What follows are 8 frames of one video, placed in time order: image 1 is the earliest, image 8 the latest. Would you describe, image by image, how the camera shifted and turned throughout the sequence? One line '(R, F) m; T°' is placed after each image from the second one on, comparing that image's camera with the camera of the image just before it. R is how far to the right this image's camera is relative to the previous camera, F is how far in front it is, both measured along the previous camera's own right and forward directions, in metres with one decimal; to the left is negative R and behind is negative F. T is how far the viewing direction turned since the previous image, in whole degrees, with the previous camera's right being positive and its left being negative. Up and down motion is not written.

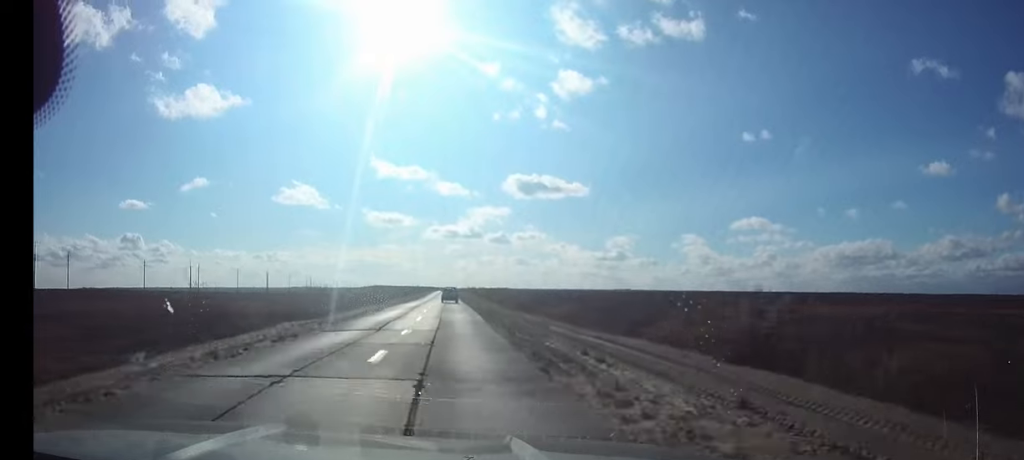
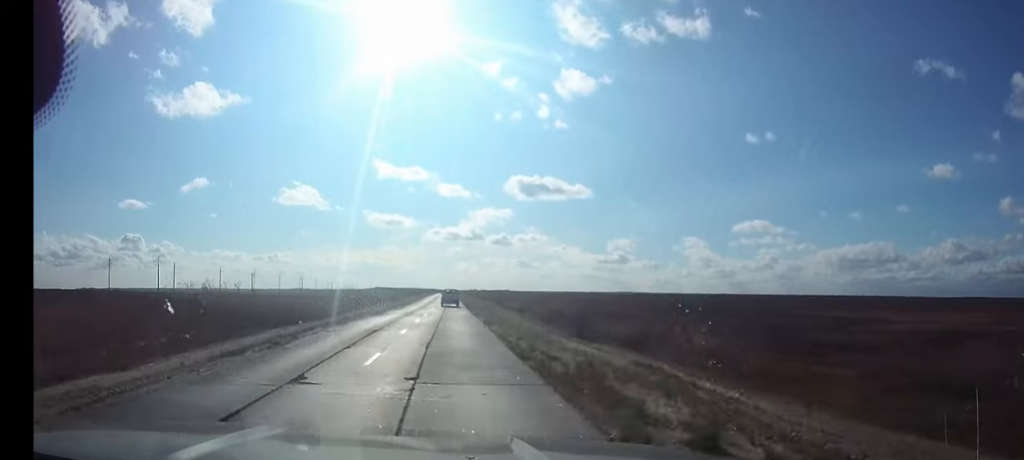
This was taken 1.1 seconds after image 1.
(0.0, +25.1) m; 0°
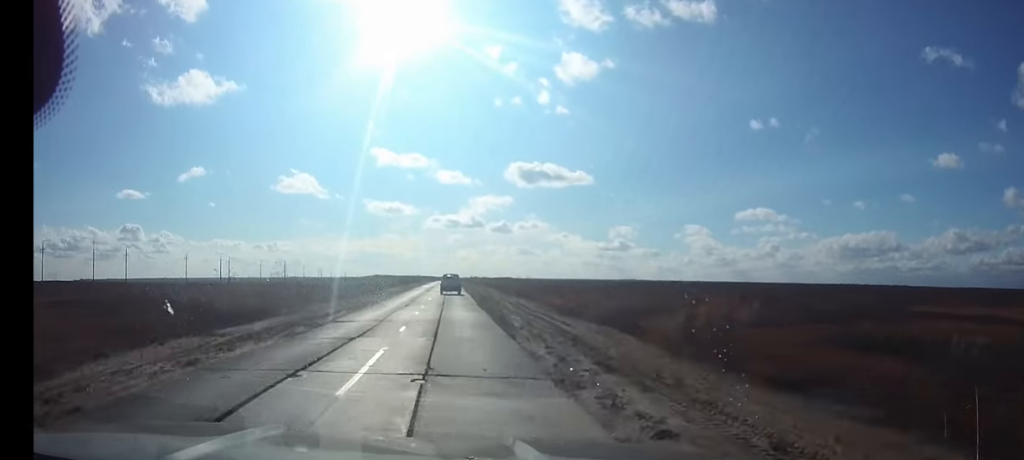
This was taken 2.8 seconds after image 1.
(0.0, +36.8) m; 0°
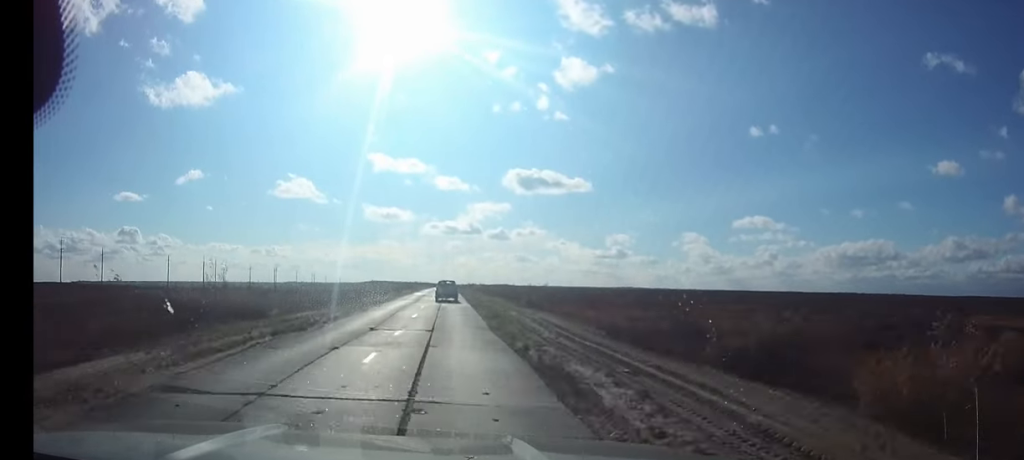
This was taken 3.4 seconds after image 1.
(0.0, +14.2) m; 0°
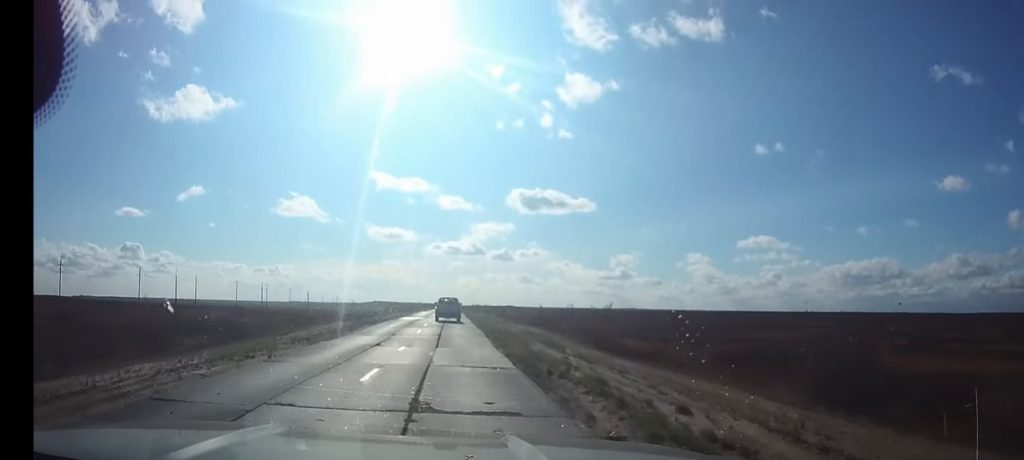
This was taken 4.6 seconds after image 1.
(-0.1, +25.3) m; 0°
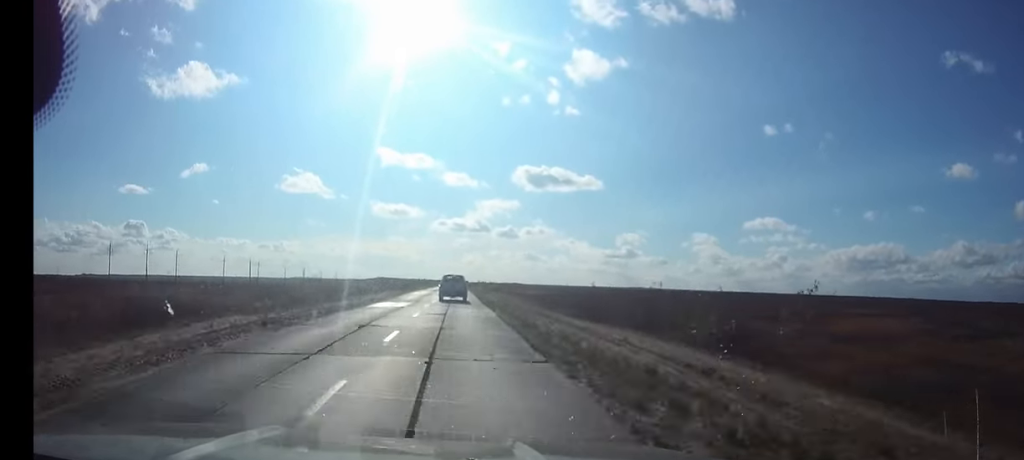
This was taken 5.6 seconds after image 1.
(-0.1, +21.9) m; 0°
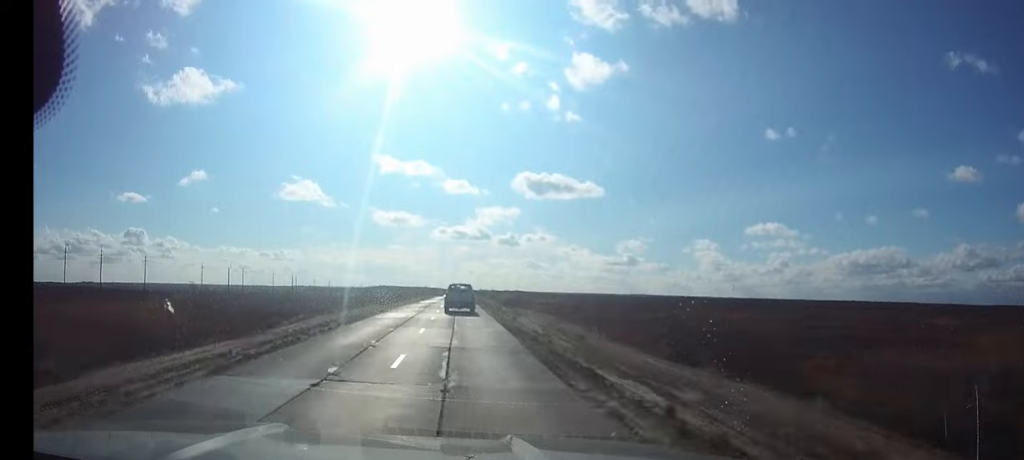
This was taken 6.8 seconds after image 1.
(0.0, +24.5) m; 0°
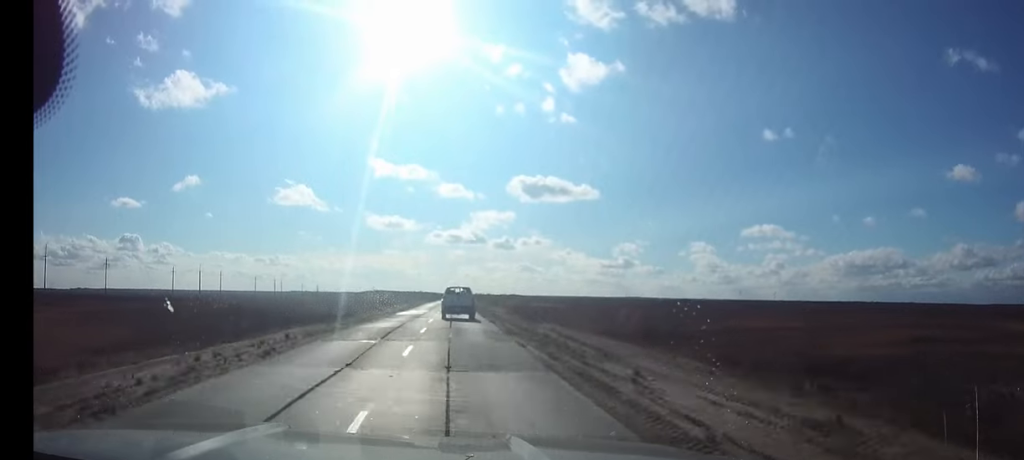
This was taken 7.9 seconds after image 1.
(0.0, +23.1) m; 0°
